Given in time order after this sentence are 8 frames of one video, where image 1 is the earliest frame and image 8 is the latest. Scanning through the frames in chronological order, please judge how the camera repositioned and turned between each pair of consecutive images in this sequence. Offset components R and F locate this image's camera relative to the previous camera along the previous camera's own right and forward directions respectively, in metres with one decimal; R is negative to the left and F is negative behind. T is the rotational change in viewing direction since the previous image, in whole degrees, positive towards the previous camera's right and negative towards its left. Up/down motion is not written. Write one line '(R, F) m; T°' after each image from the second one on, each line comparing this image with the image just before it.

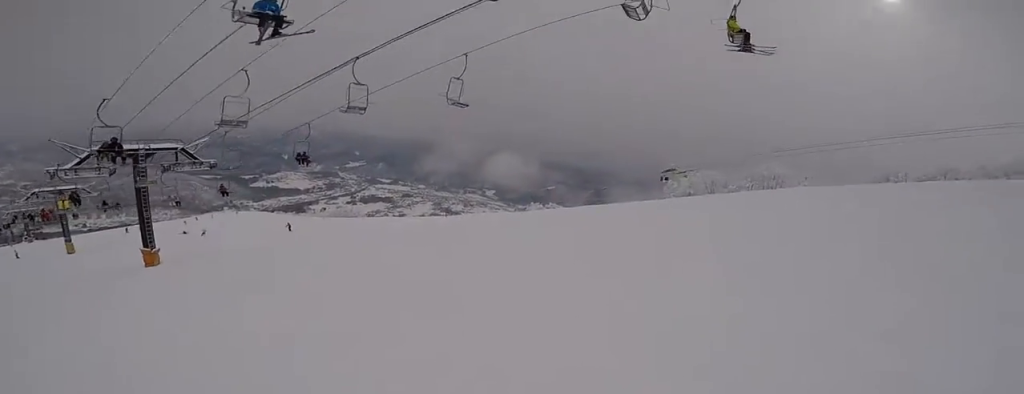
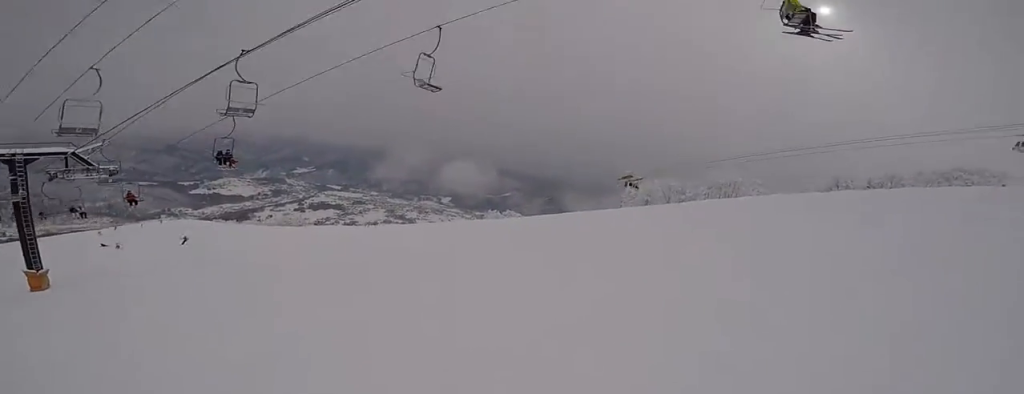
(+0.5, +3.1) m; +2°
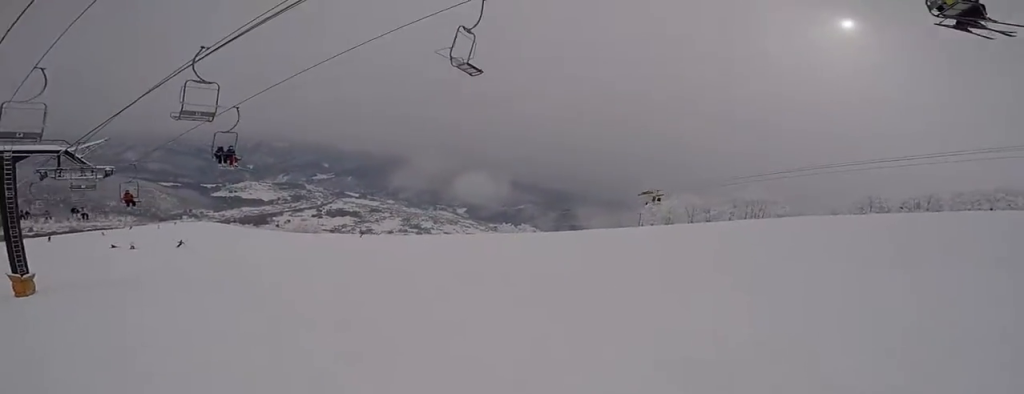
(-0.4, +2.3) m; -6°
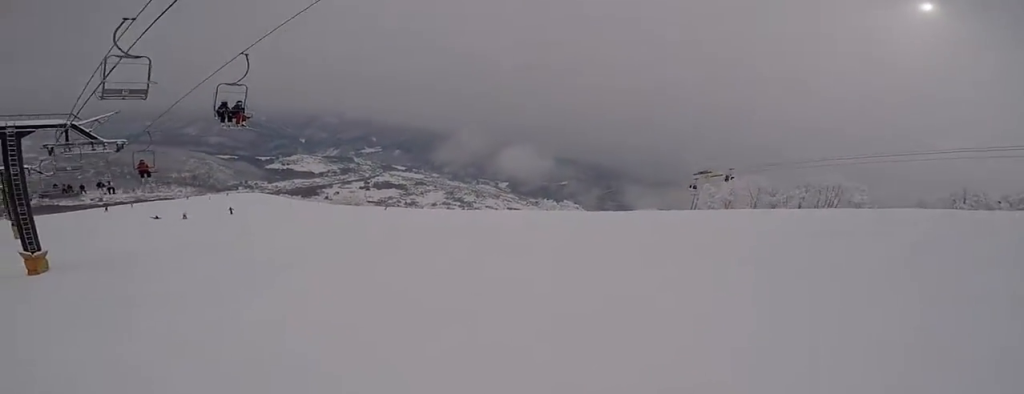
(-0.3, +3.6) m; 0°
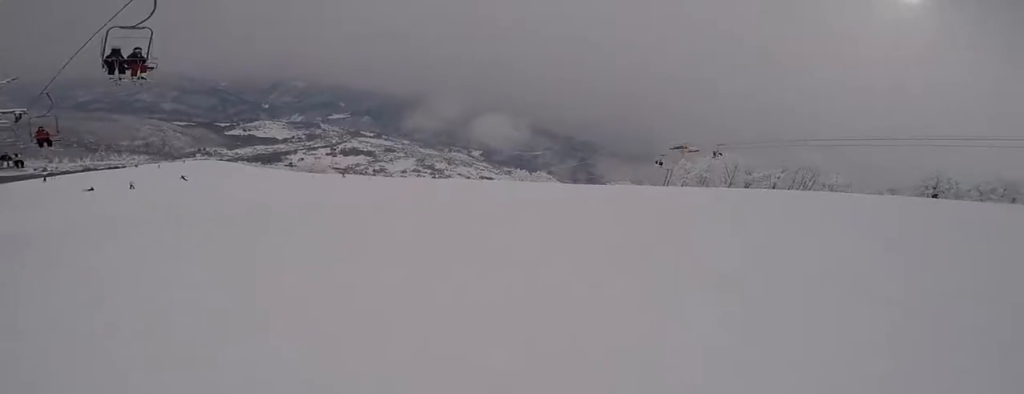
(-0.3, +2.6) m; +7°
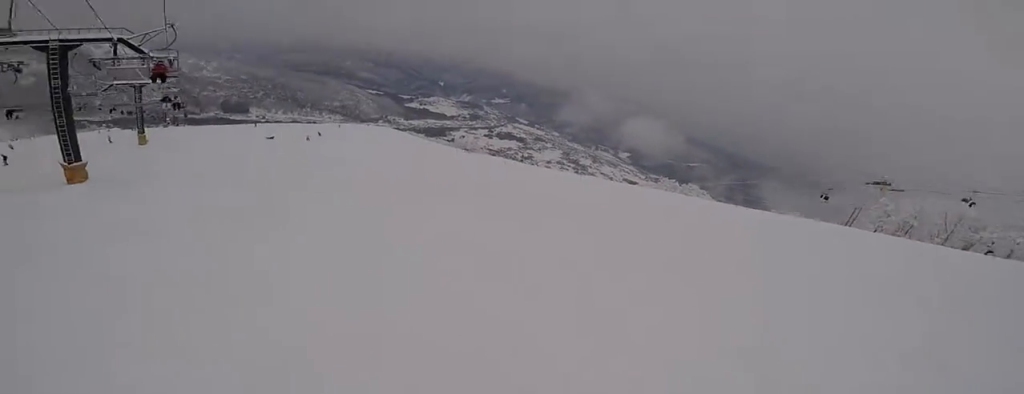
(+0.5, +4.9) m; -28°
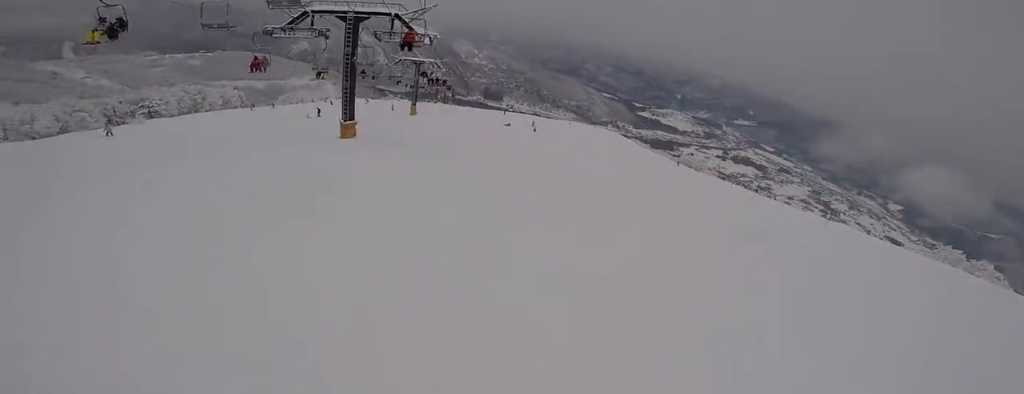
(-1.0, +1.6) m; -22°
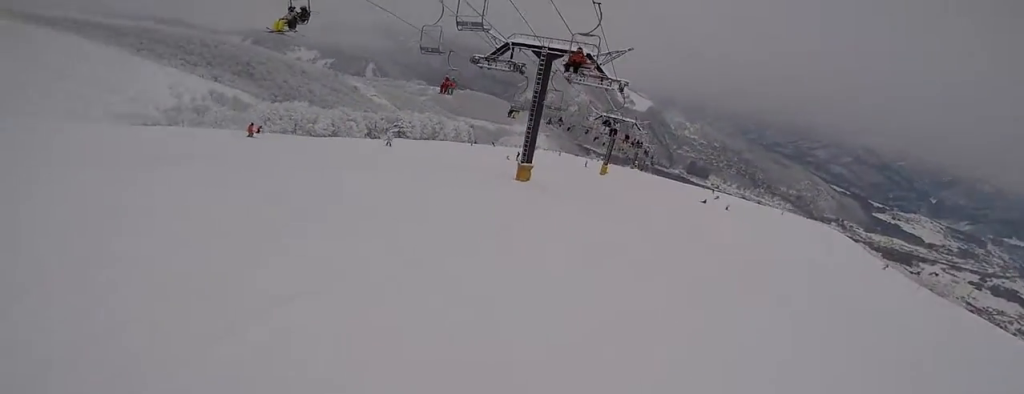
(-1.1, +3.4) m; -28°
